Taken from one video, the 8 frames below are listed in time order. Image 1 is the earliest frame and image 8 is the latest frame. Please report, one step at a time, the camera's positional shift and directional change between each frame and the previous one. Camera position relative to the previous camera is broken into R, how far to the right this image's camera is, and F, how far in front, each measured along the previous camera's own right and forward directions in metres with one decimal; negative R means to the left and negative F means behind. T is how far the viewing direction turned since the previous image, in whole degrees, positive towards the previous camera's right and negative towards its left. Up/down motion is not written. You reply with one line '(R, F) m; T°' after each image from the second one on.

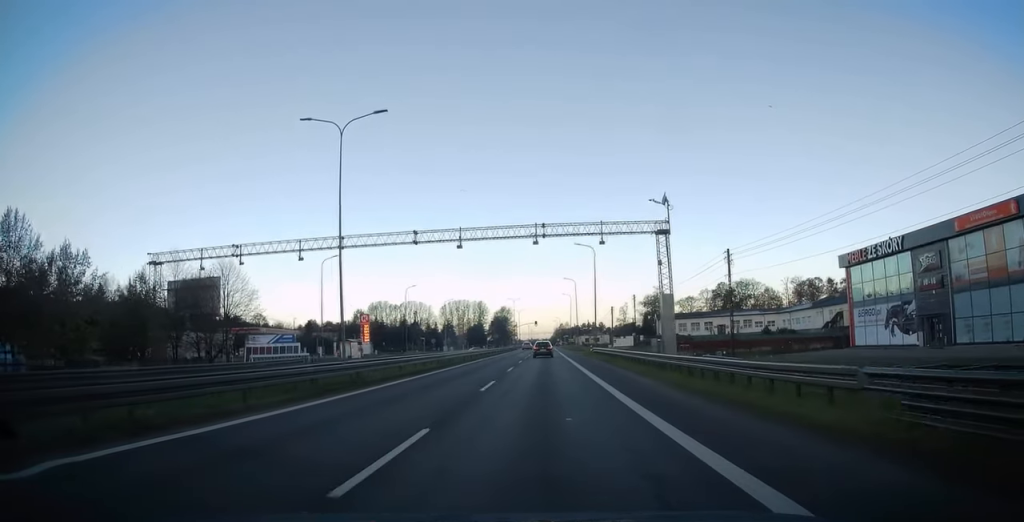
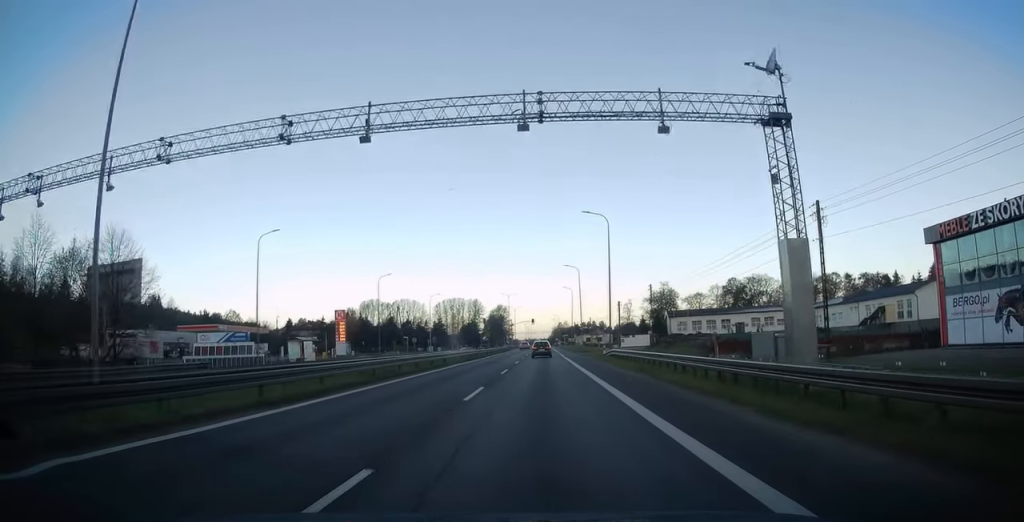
(+0.1, +15.3) m; +1°
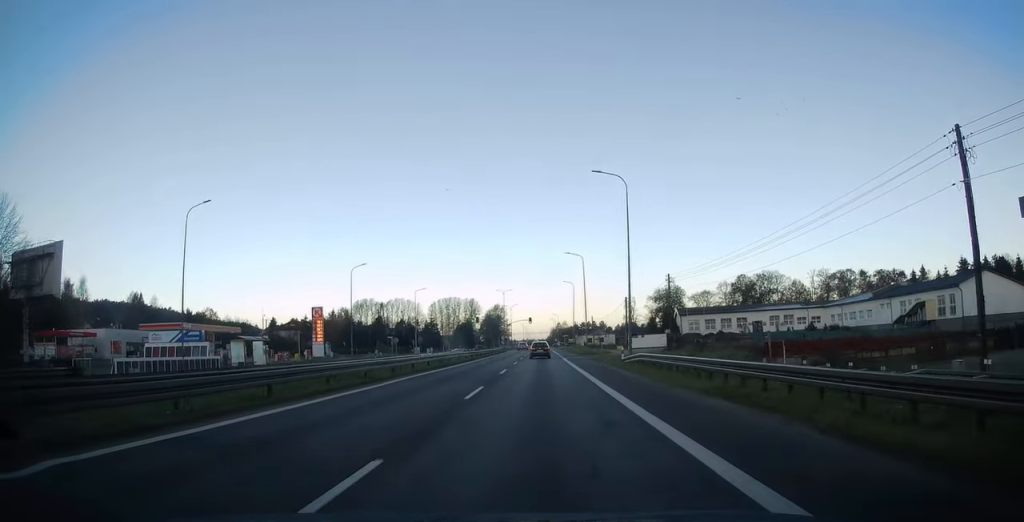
(+0.2, +11.5) m; +1°
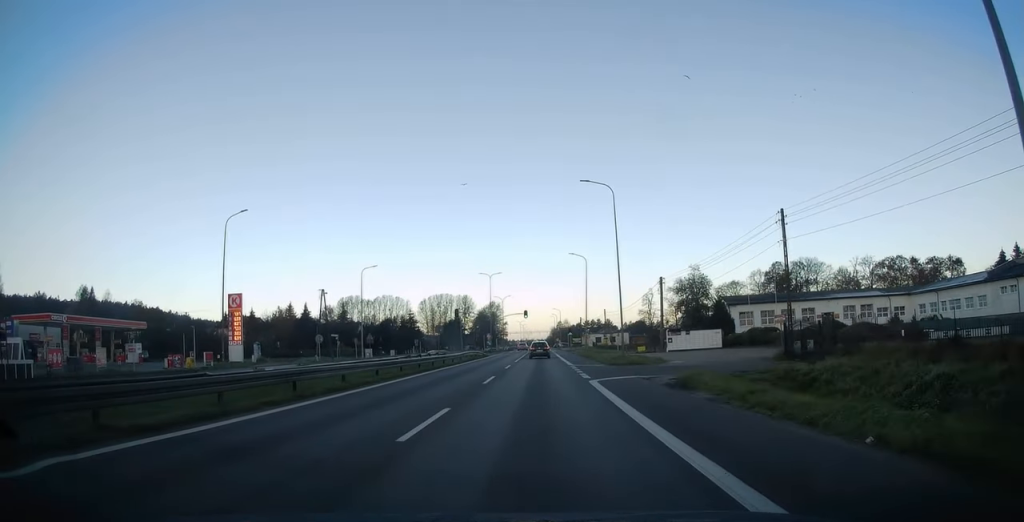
(-0.6, +30.6) m; -1°
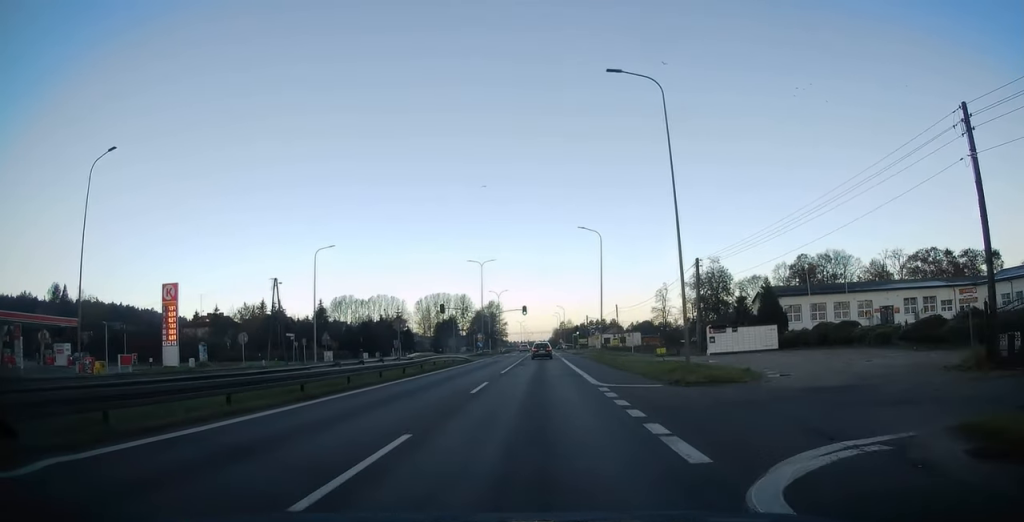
(+0.4, +15.9) m; 0°
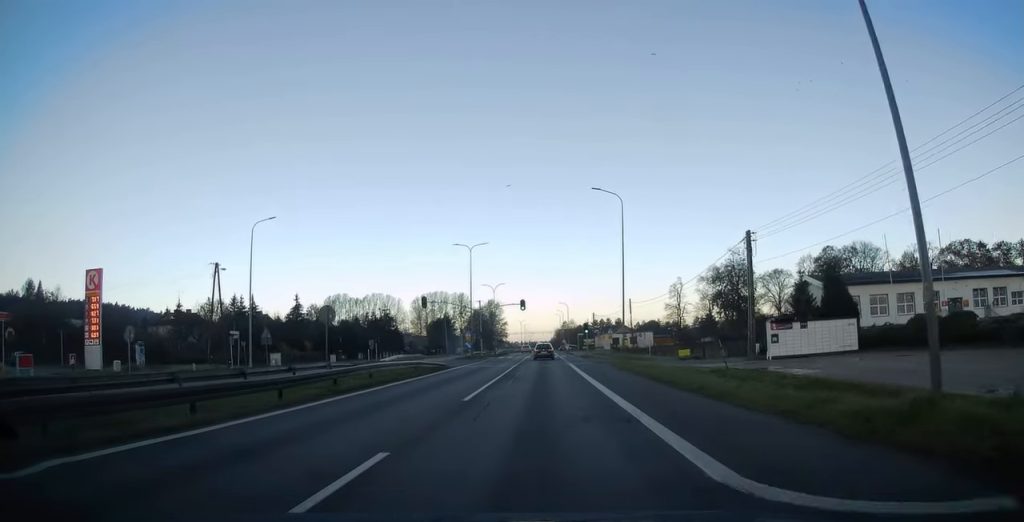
(-0.3, +13.5) m; -1°
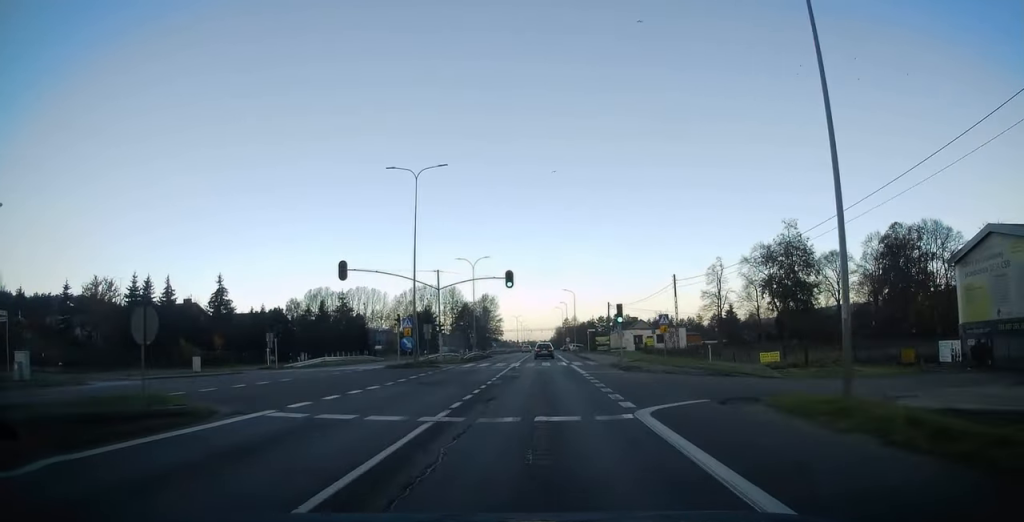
(+0.1, +28.7) m; +1°
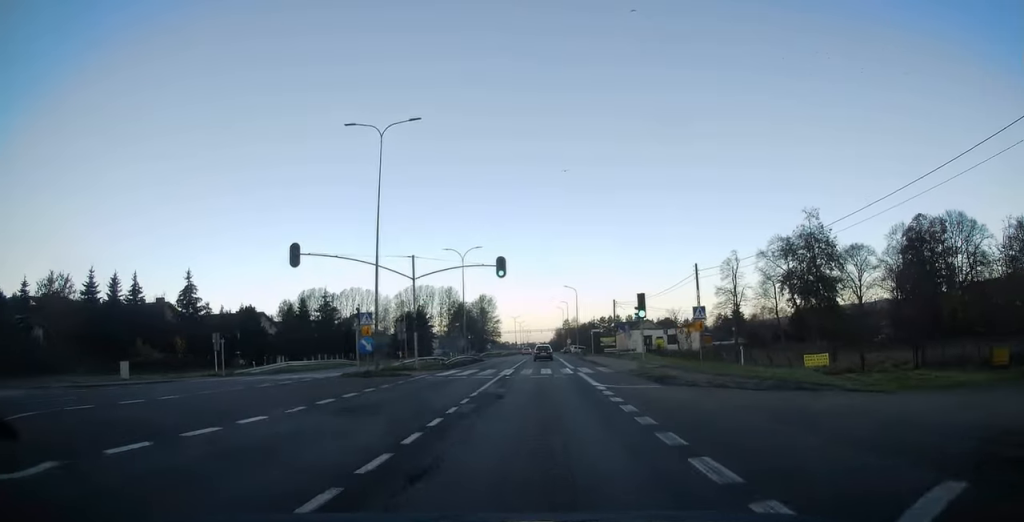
(+0.2, +8.3) m; 0°
